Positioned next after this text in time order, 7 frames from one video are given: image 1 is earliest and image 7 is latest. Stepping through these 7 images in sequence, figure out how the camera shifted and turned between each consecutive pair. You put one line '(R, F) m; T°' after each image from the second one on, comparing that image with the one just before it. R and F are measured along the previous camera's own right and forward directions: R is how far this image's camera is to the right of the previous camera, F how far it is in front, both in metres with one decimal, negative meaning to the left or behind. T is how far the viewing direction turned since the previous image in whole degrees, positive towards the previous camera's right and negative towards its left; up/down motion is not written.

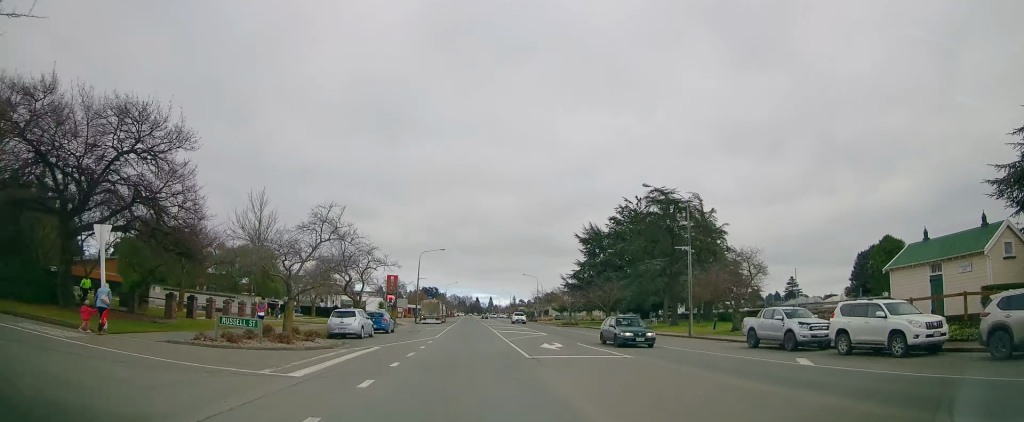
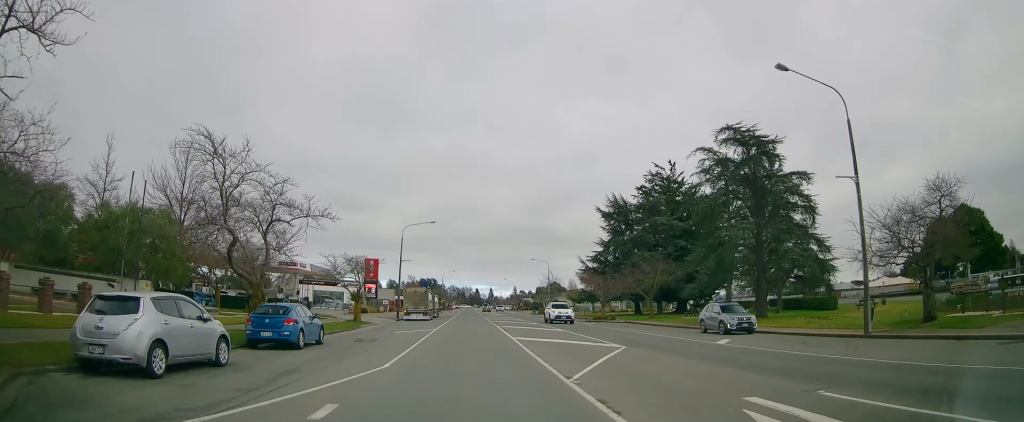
(-0.5, +18.9) m; -2°
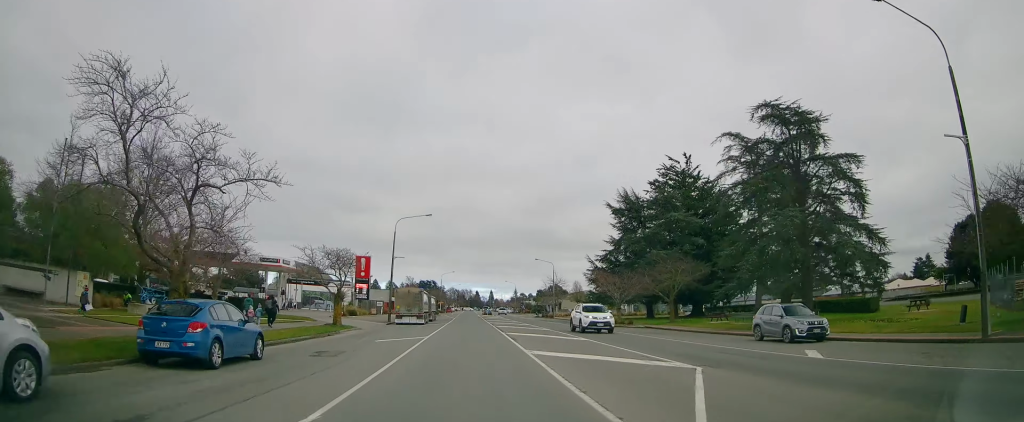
(-0.1, +6.2) m; +1°
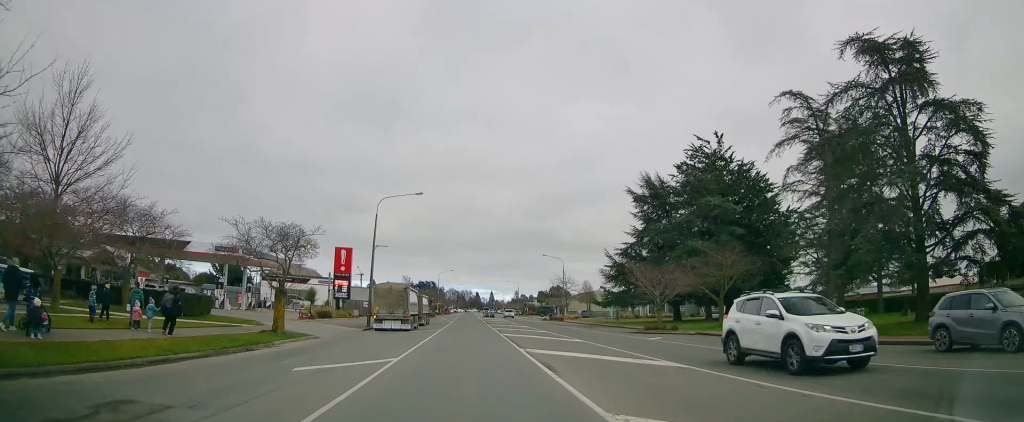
(+0.1, +10.9) m; +1°
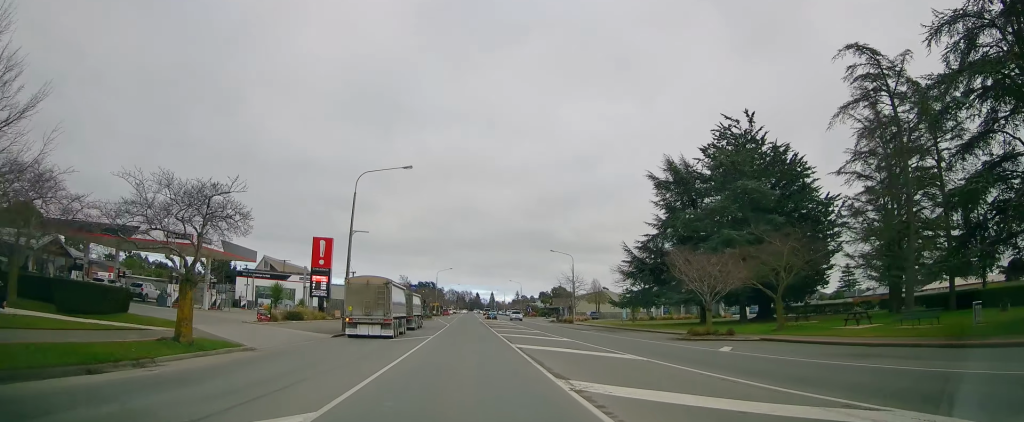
(+0.3, +8.5) m; 0°
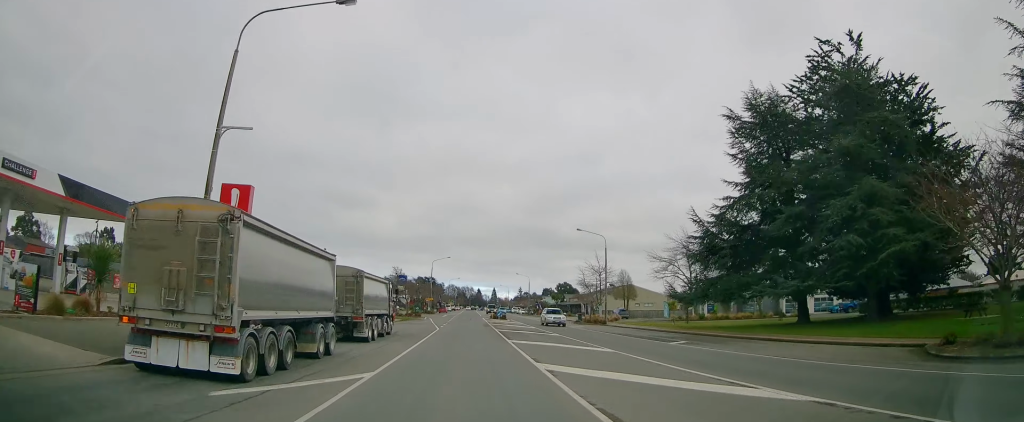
(-0.7, +19.7) m; -2°
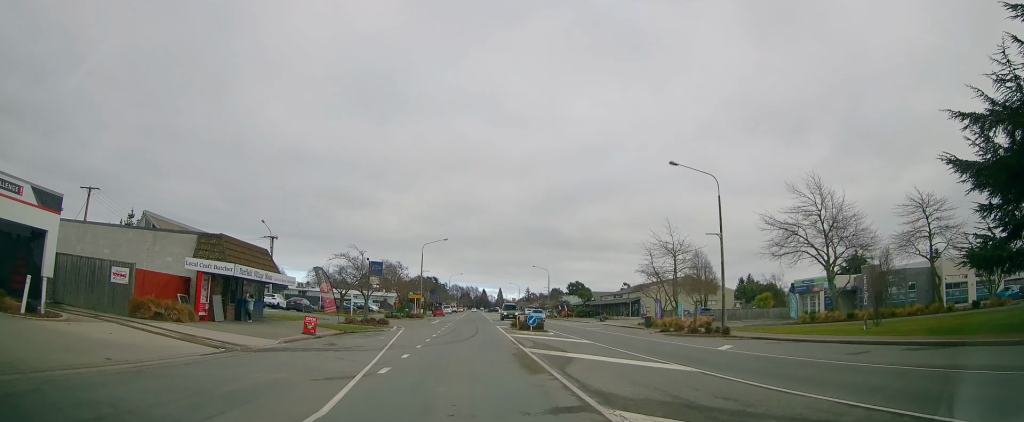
(+0.1, +29.1) m; 0°
